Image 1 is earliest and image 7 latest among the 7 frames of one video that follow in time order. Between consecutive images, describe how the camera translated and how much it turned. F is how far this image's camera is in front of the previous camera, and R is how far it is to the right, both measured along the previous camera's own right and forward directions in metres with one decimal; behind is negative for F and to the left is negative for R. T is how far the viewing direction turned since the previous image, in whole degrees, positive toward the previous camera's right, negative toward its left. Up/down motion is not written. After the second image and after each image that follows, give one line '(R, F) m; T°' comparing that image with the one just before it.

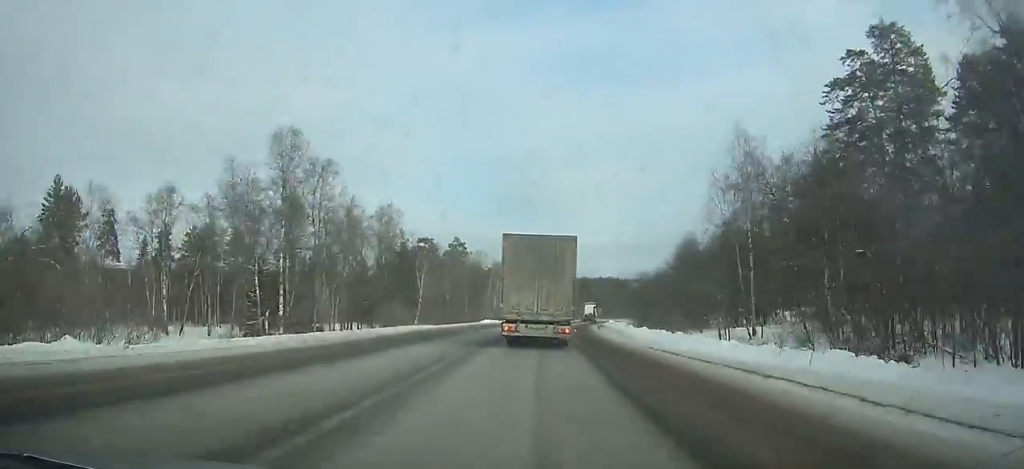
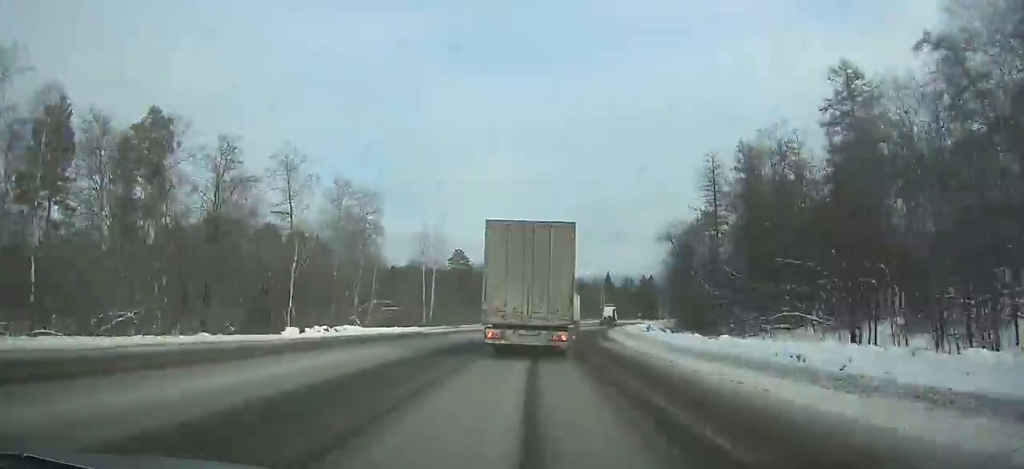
(+8.1, +107.2) m; +11°
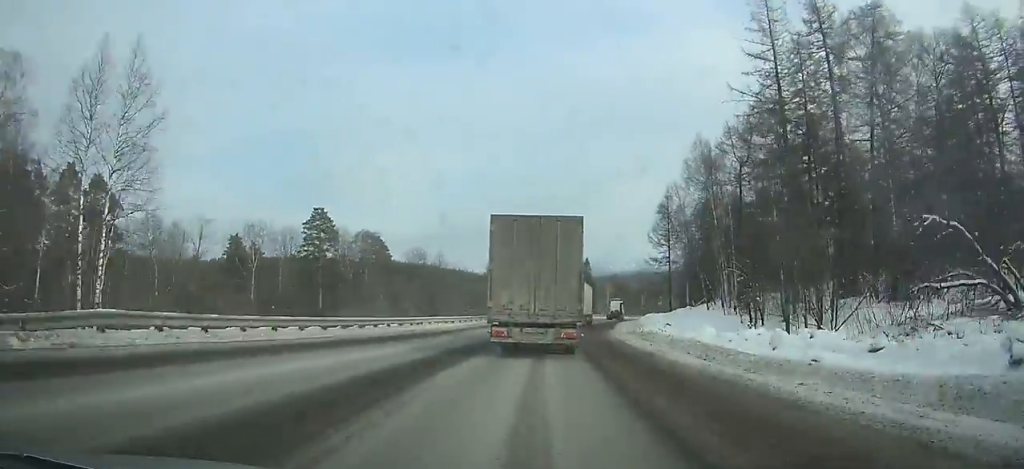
(+4.2, +59.2) m; +8°
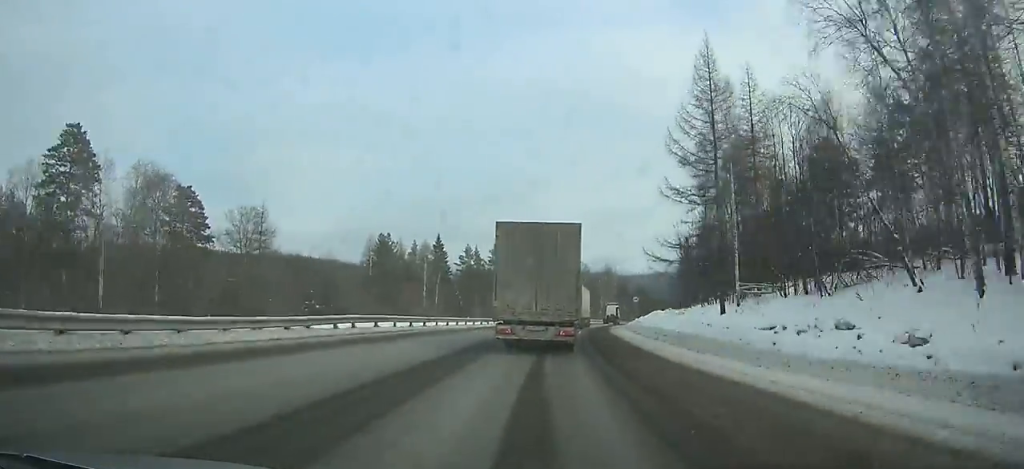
(+3.1, +53.9) m; +8°
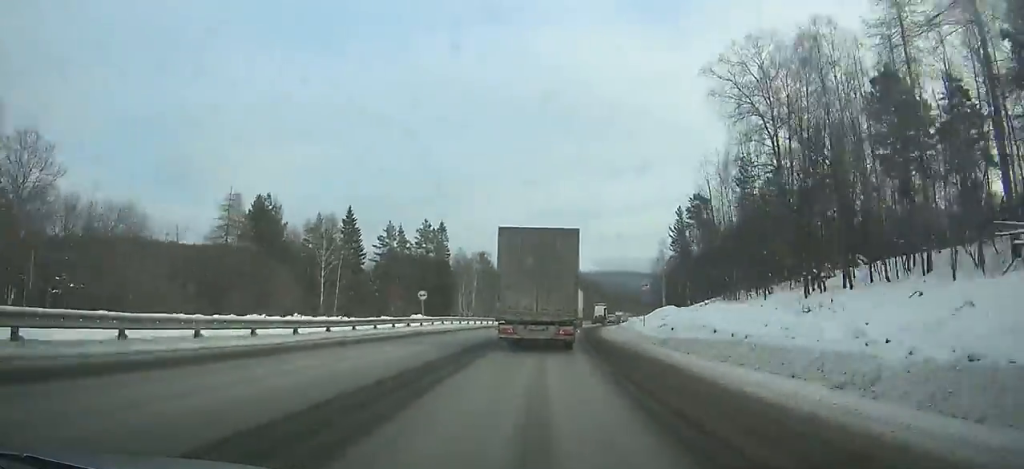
(+2.9, +35.0) m; +5°
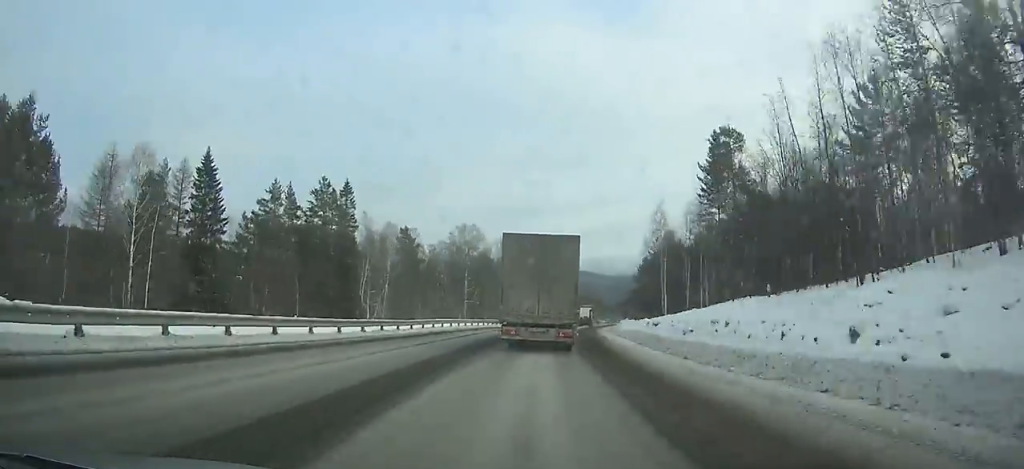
(+1.9, +39.2) m; +5°
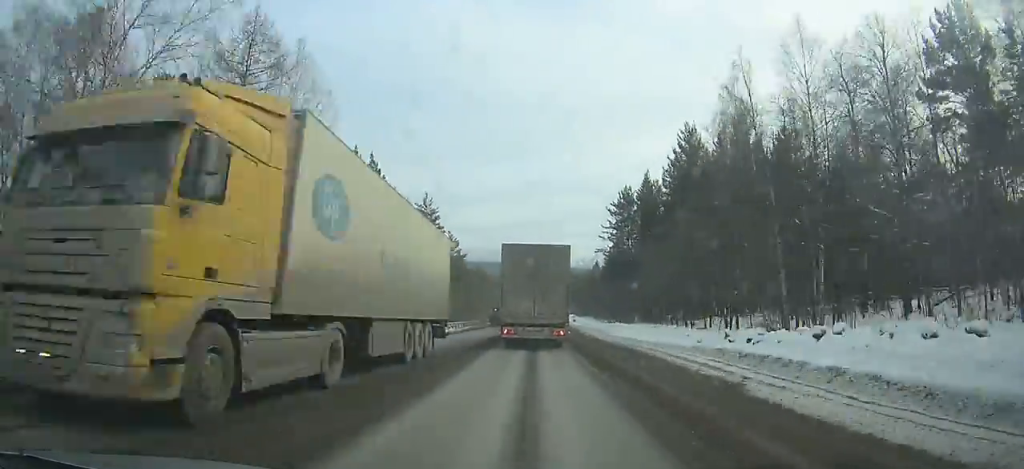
(+8.9, +105.8) m; +8°
